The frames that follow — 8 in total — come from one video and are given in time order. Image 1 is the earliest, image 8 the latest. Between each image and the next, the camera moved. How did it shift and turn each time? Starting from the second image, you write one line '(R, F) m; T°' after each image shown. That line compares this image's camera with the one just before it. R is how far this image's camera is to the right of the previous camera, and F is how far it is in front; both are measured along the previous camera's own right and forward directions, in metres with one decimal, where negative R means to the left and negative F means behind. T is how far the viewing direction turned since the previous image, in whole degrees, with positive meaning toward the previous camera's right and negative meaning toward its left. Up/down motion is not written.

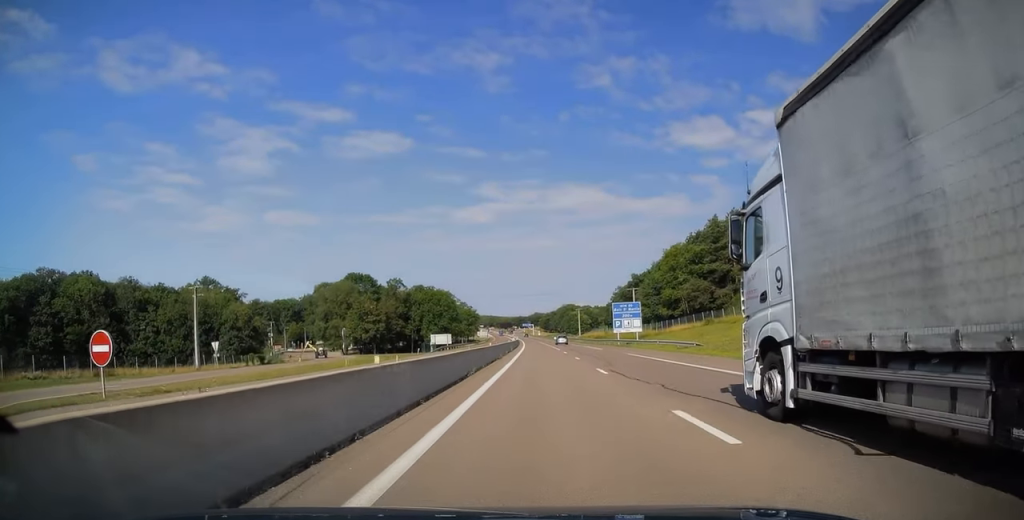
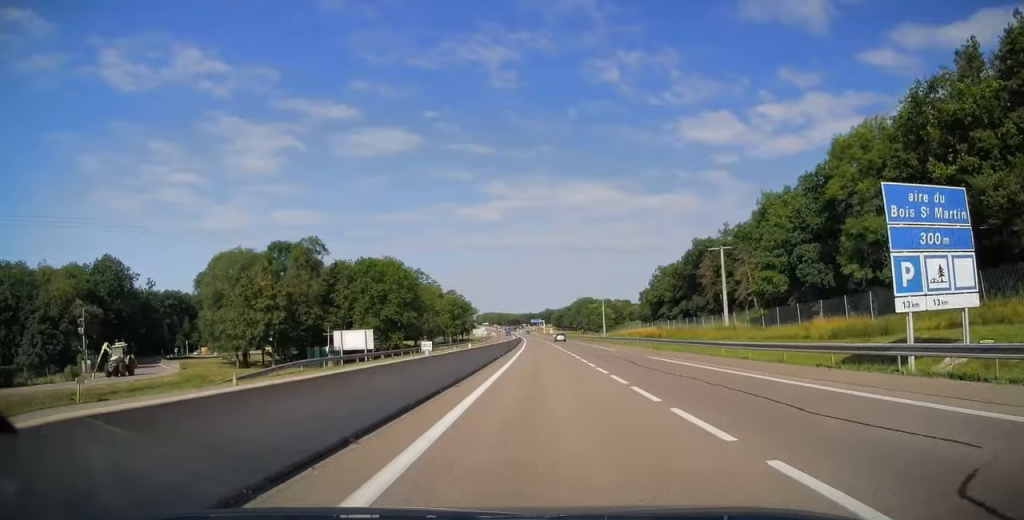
(-0.5, +68.6) m; -1°
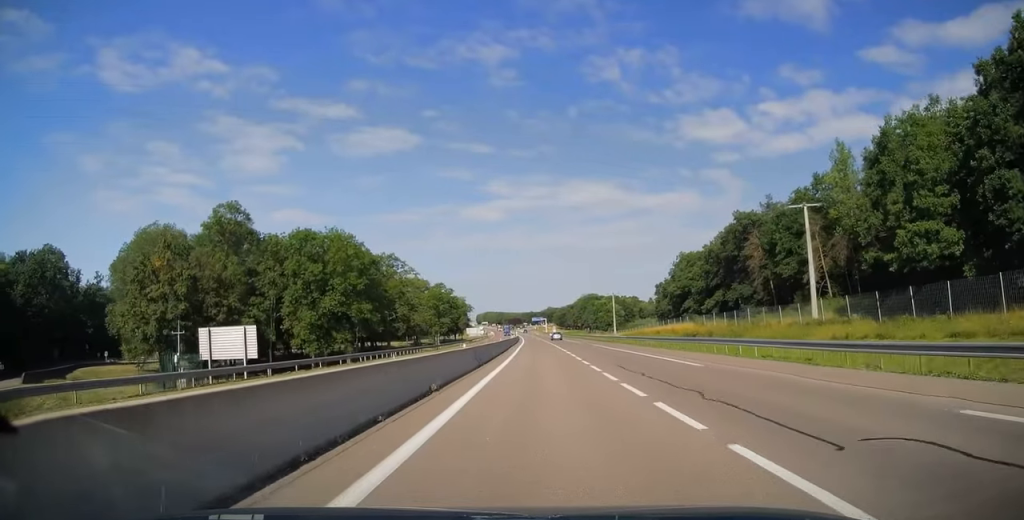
(-0.1, +26.9) m; 0°
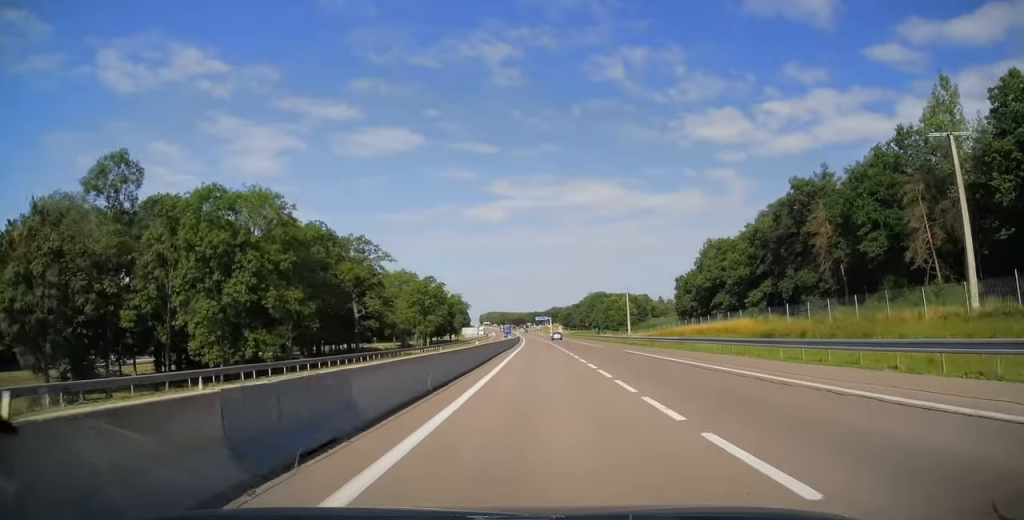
(-0.1, +22.0) m; 0°
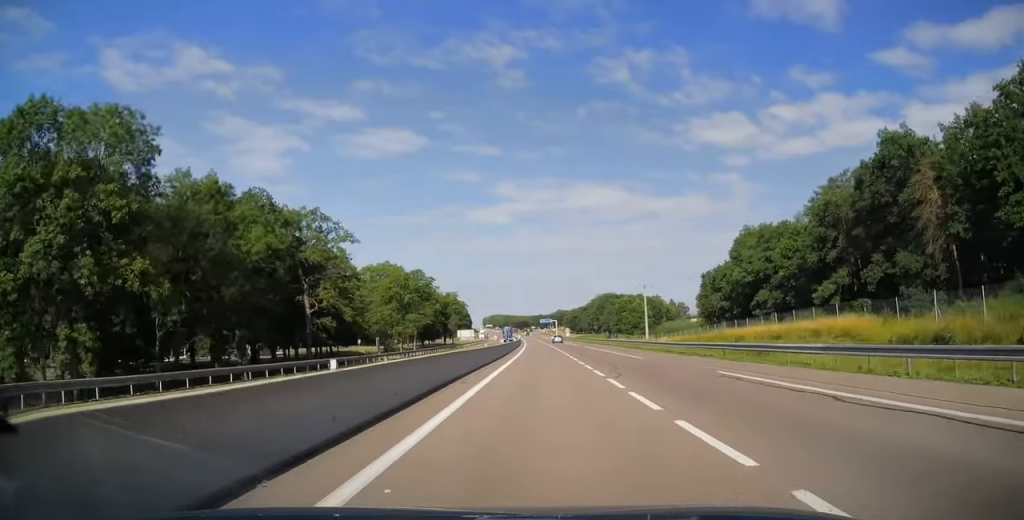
(0.0, +21.2) m; 0°
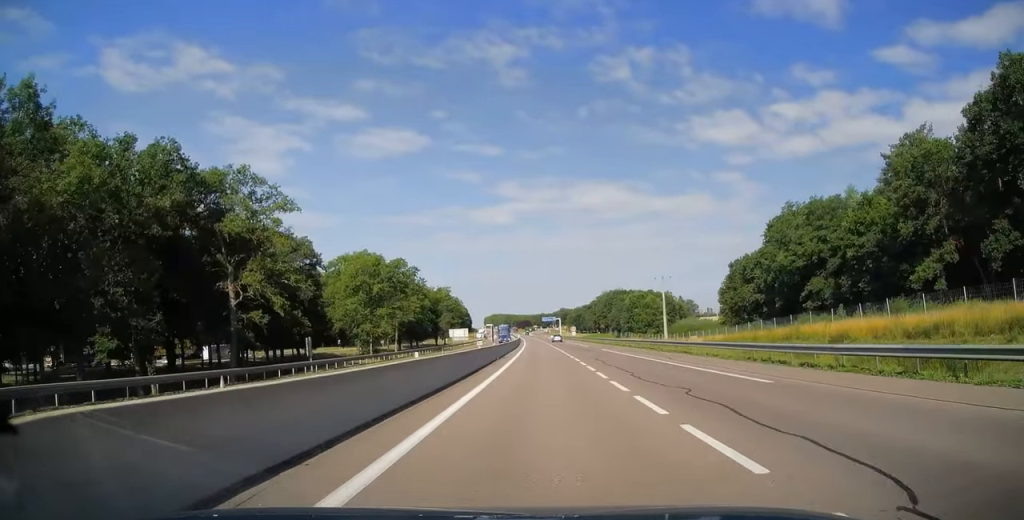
(0.0, +18.8) m; 0°
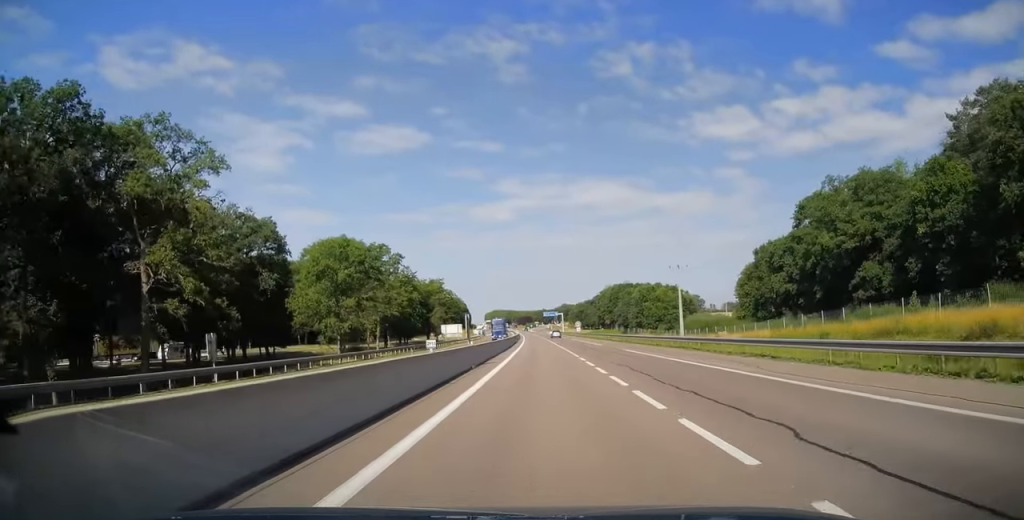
(0.0, +13.3) m; 0°
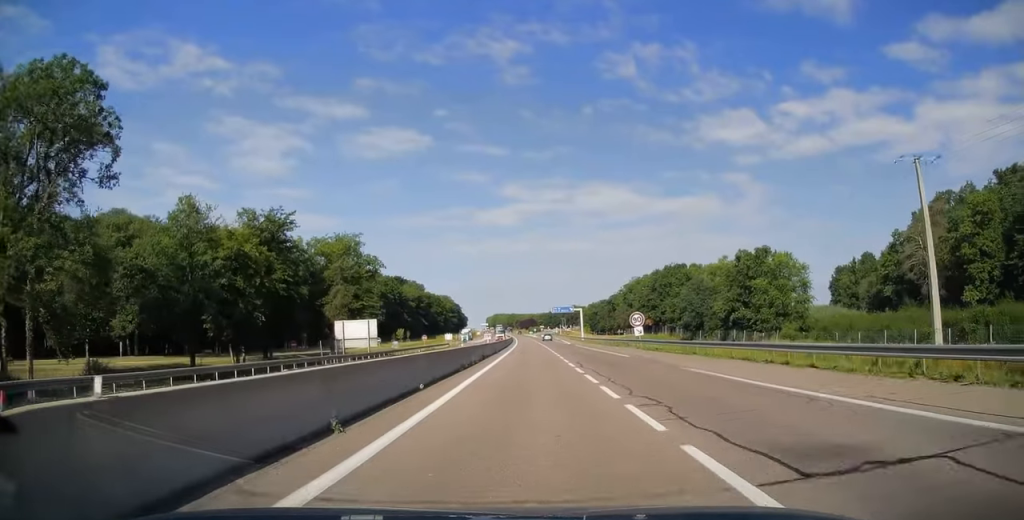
(-0.8, +71.6) m; -1°
